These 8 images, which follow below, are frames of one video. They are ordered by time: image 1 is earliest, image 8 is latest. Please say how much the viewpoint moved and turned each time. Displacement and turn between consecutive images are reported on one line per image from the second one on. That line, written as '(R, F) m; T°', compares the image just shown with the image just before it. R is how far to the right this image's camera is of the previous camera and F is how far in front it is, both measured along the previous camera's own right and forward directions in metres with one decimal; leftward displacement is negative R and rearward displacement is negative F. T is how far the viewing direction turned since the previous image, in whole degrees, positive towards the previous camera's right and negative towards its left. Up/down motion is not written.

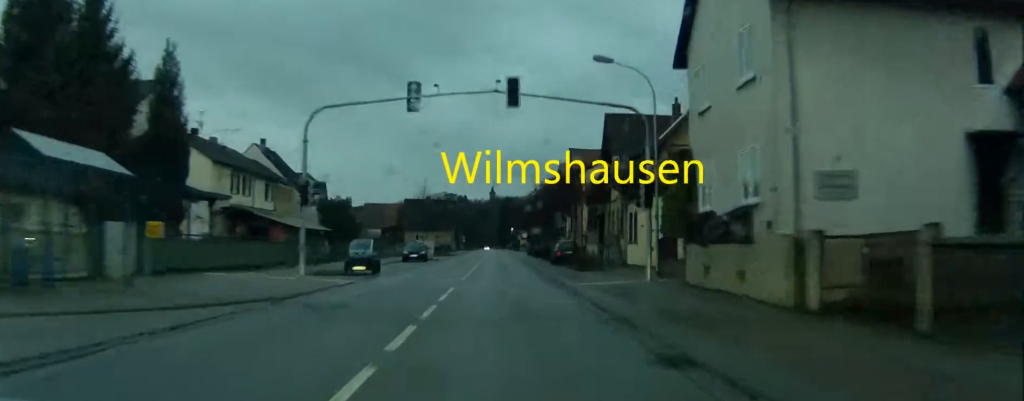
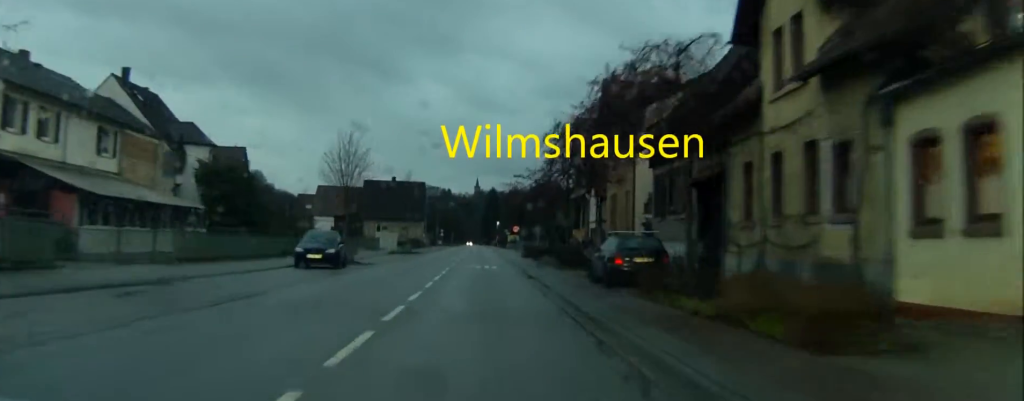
(+0.4, +30.2) m; +1°
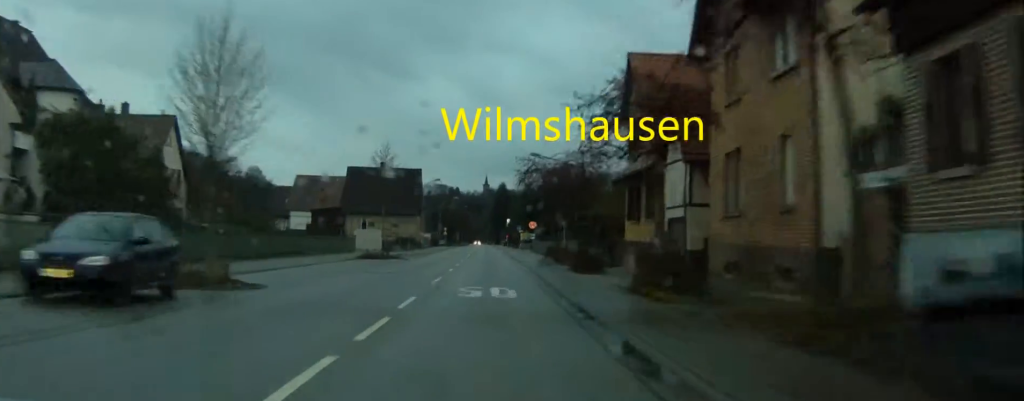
(0.0, +20.0) m; +1°
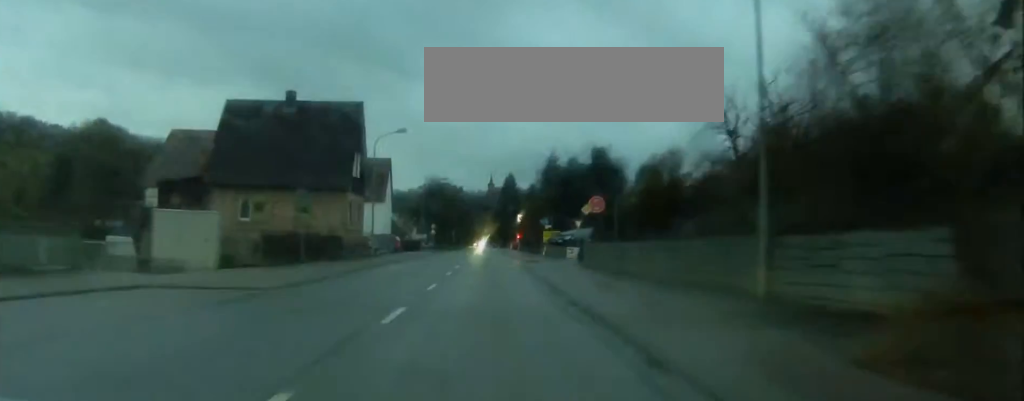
(+0.5, +48.2) m; 0°
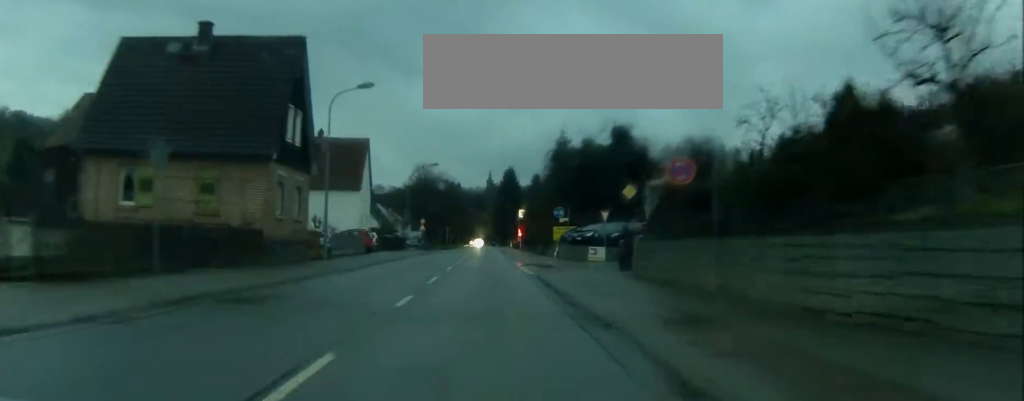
(-0.1, +15.8) m; -1°
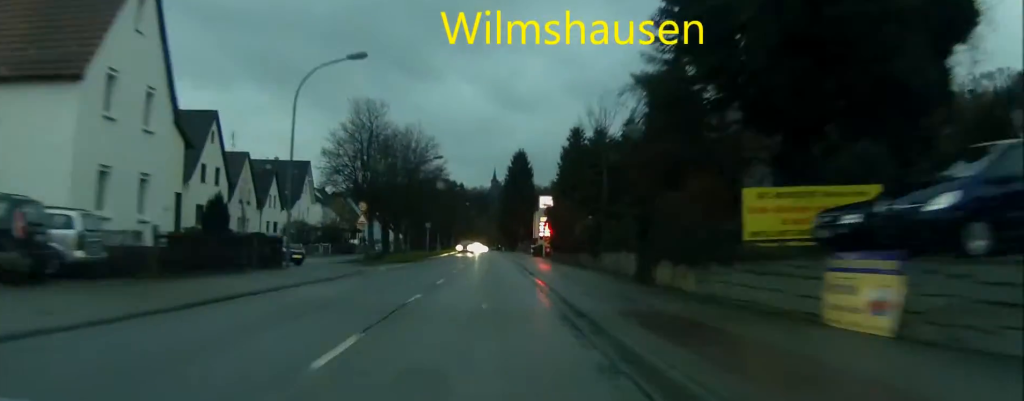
(-0.4, +51.4) m; 0°
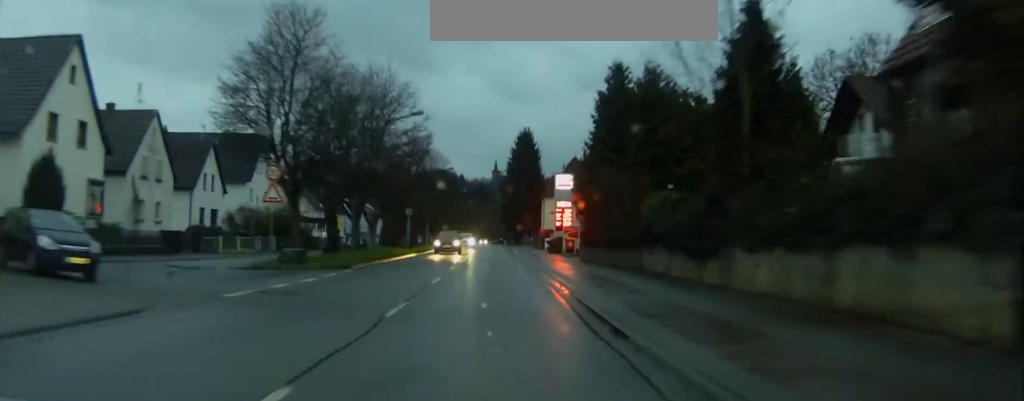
(+0.1, +22.2) m; 0°
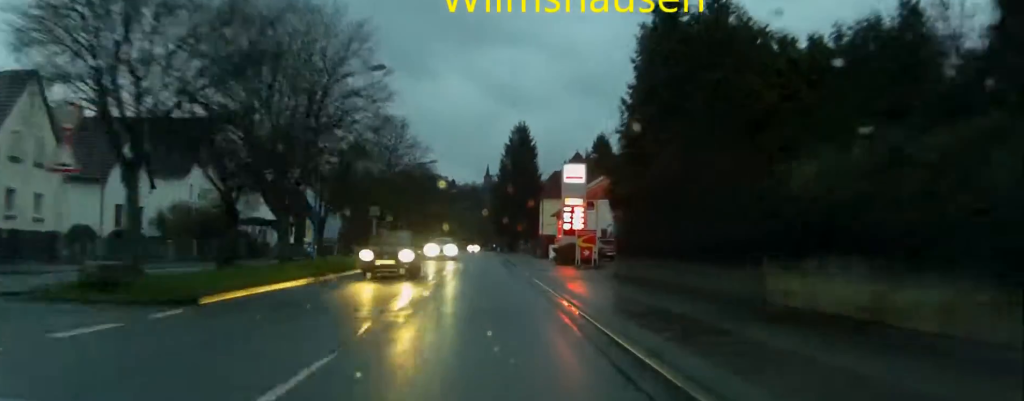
(+0.1, +15.5) m; -1°
